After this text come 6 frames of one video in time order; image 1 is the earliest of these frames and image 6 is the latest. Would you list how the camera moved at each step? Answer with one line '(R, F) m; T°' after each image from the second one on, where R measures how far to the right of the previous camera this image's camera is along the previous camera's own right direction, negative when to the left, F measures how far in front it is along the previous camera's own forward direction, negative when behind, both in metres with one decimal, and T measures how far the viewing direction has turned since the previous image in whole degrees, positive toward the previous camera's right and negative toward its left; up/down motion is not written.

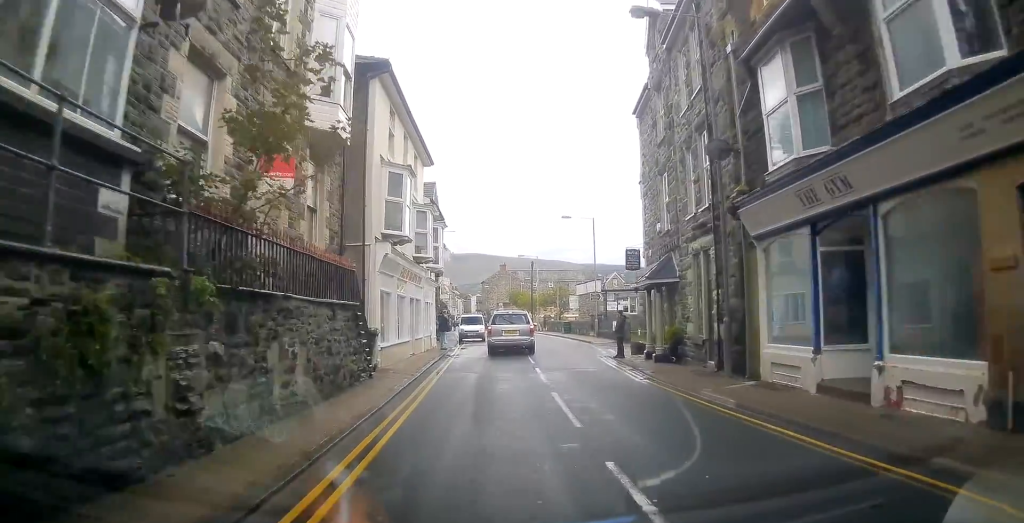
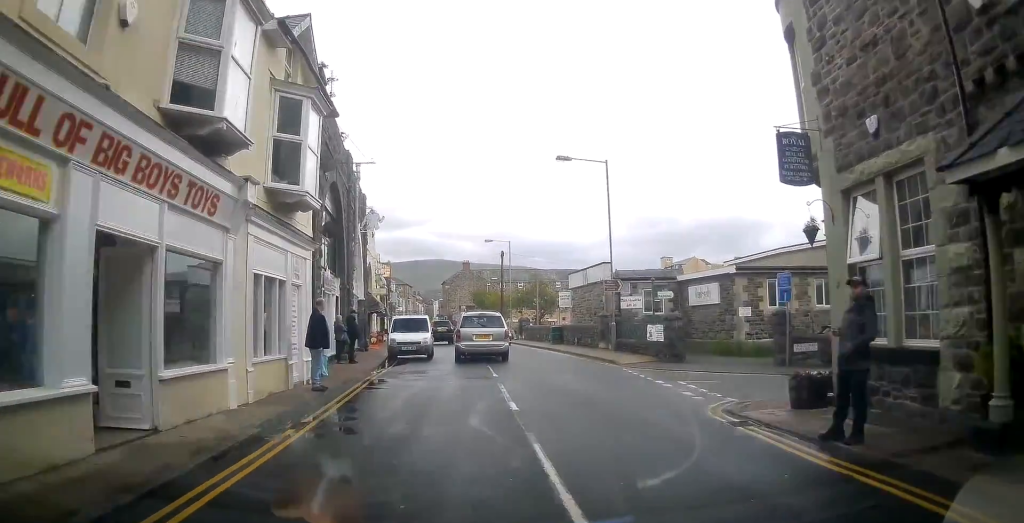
(+0.5, +16.1) m; +2°
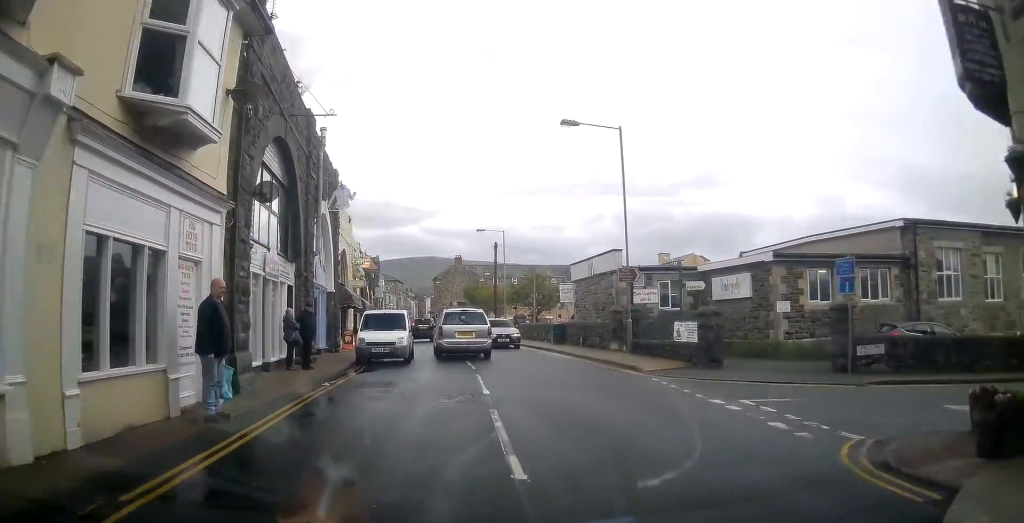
(0.0, +4.2) m; 0°
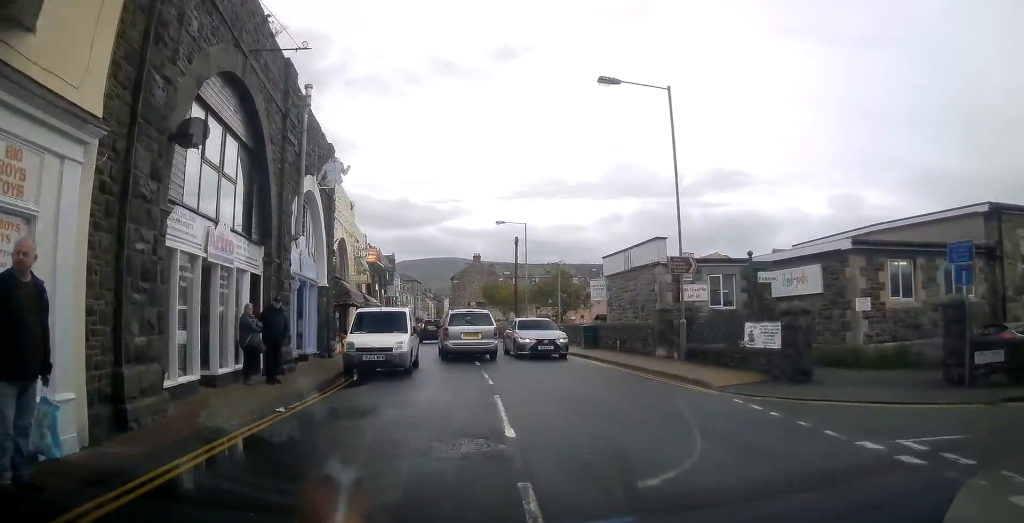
(-0.2, +3.9) m; 0°
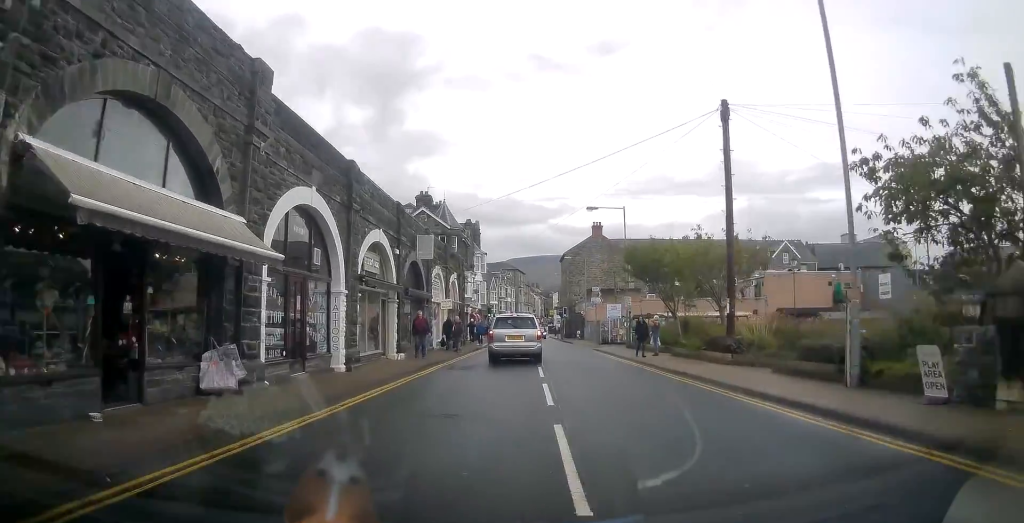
(-3.3, +31.7) m; -10°
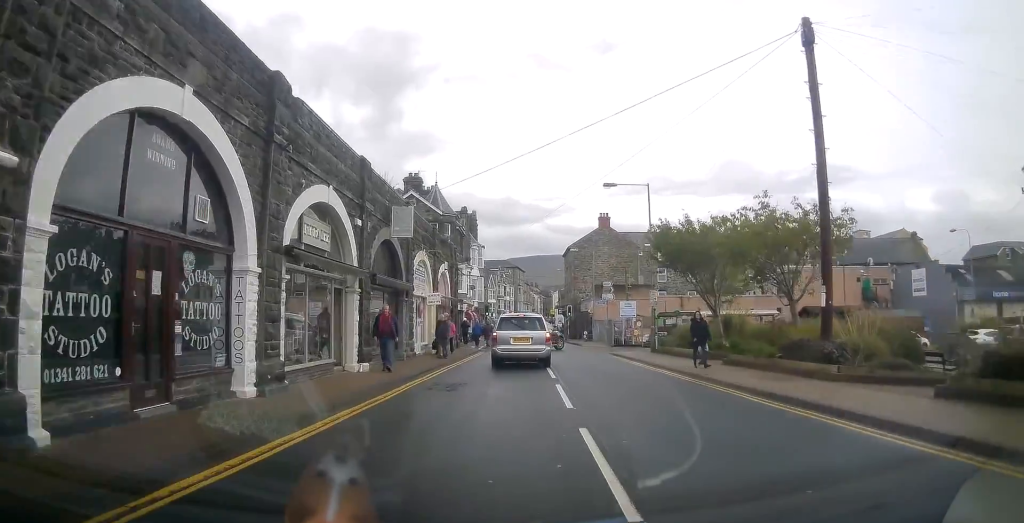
(+0.1, +6.1) m; 0°
